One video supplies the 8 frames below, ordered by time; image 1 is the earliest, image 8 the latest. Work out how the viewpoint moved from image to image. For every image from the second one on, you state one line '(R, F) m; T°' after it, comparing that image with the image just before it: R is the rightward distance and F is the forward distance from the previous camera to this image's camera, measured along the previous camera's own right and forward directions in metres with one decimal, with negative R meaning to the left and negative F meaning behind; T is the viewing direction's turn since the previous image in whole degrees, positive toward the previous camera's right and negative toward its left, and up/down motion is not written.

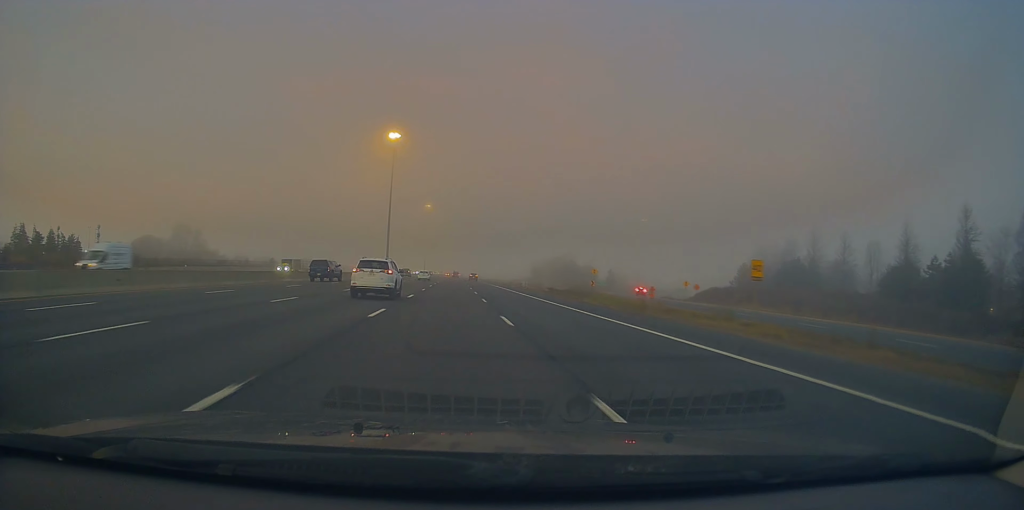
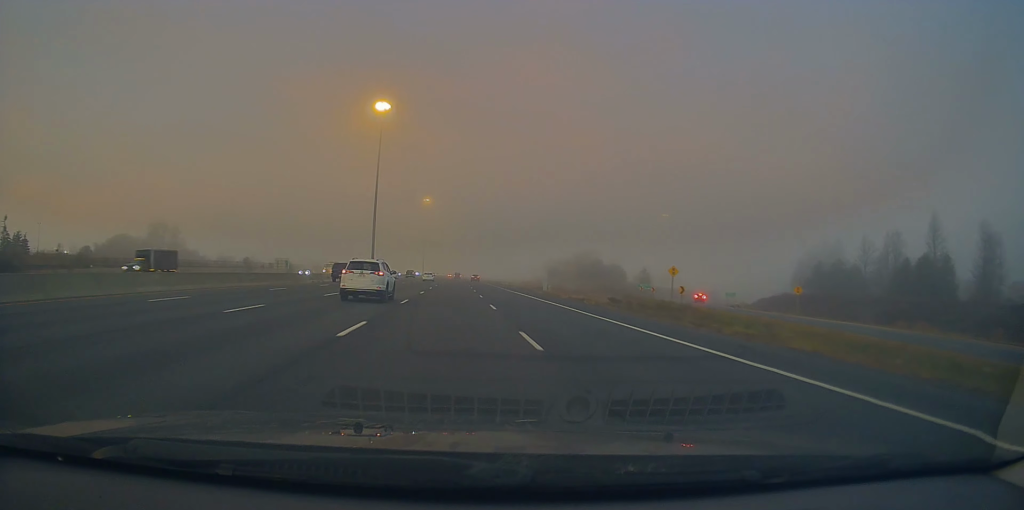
(-0.4, +26.8) m; -1°
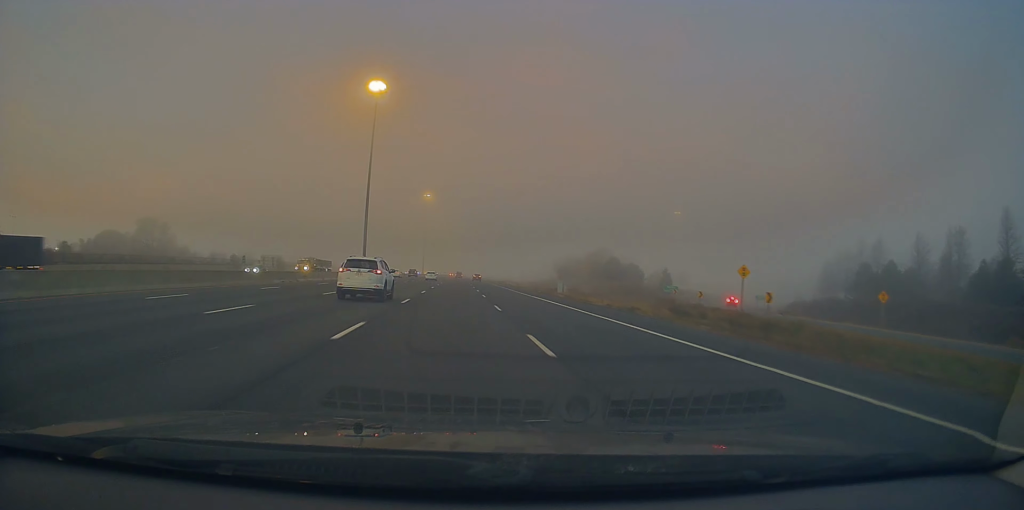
(0.0, +12.8) m; 0°
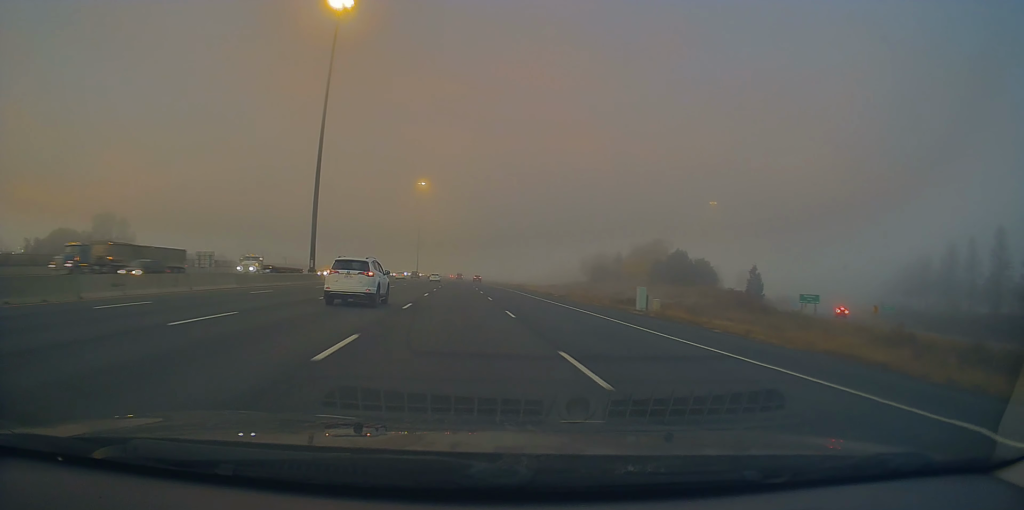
(+0.1, +36.9) m; 0°
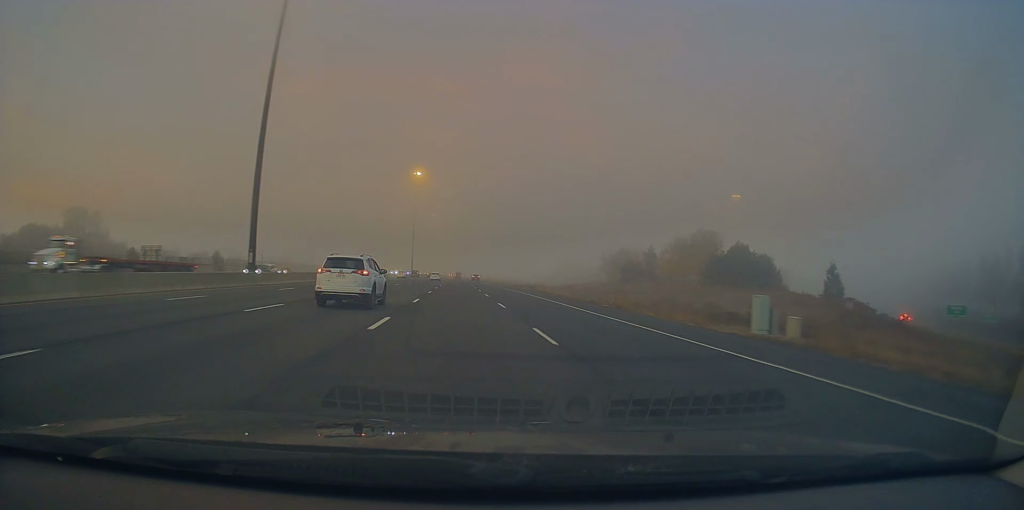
(0.0, +19.7) m; 0°
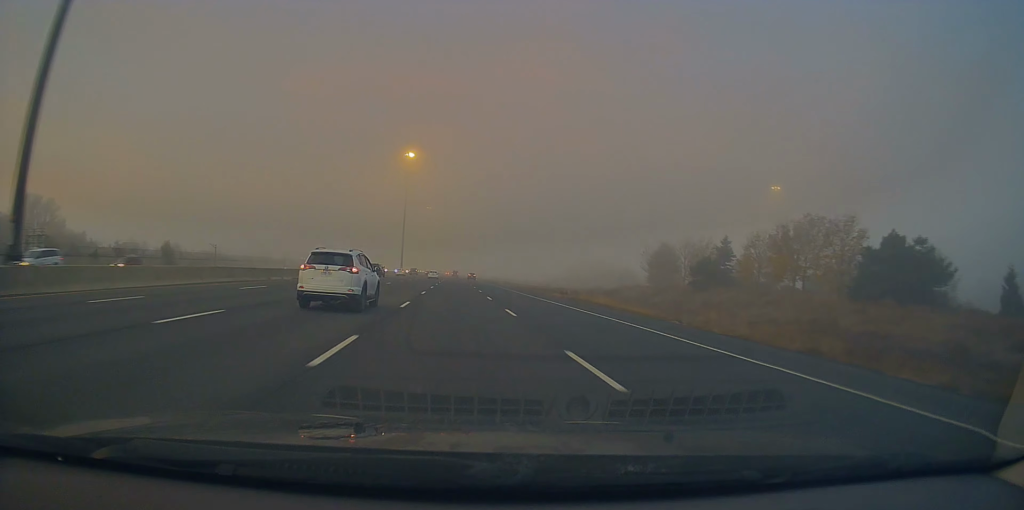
(0.0, +28.0) m; 0°
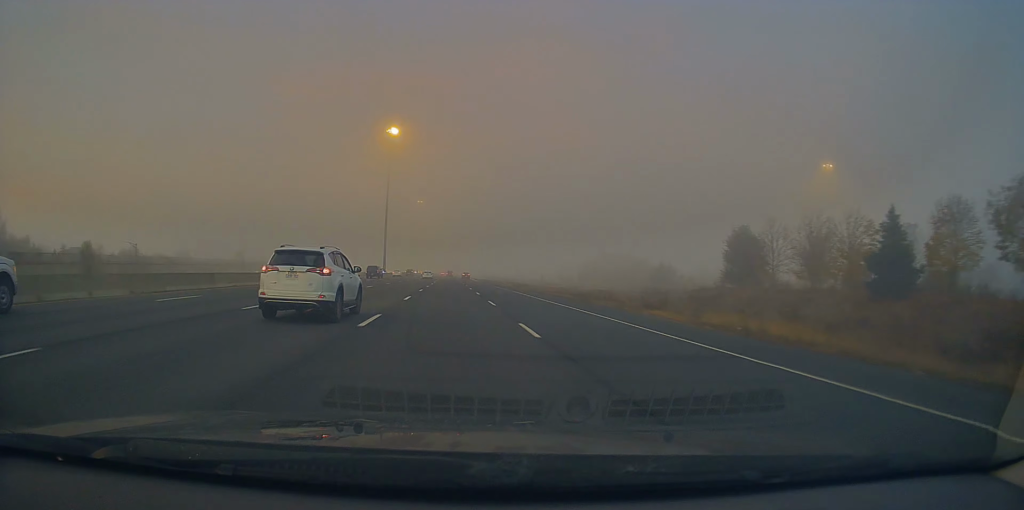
(-0.1, +30.4) m; 0°
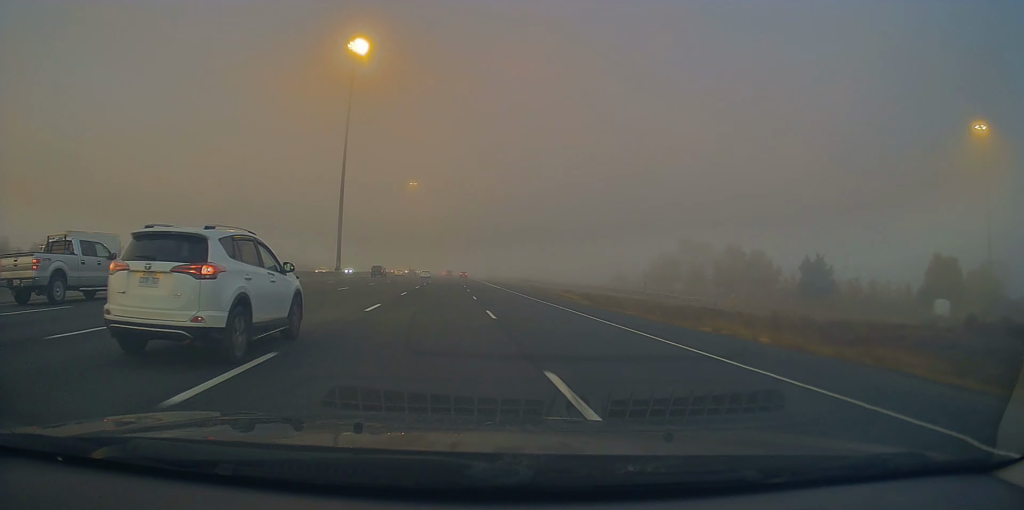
(+0.4, +55.7) m; +1°
